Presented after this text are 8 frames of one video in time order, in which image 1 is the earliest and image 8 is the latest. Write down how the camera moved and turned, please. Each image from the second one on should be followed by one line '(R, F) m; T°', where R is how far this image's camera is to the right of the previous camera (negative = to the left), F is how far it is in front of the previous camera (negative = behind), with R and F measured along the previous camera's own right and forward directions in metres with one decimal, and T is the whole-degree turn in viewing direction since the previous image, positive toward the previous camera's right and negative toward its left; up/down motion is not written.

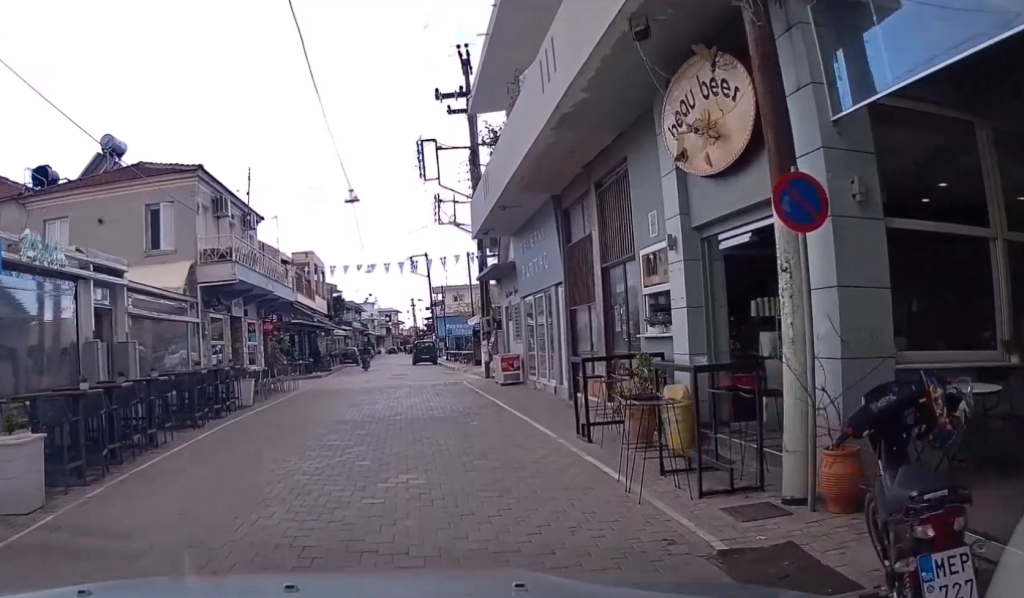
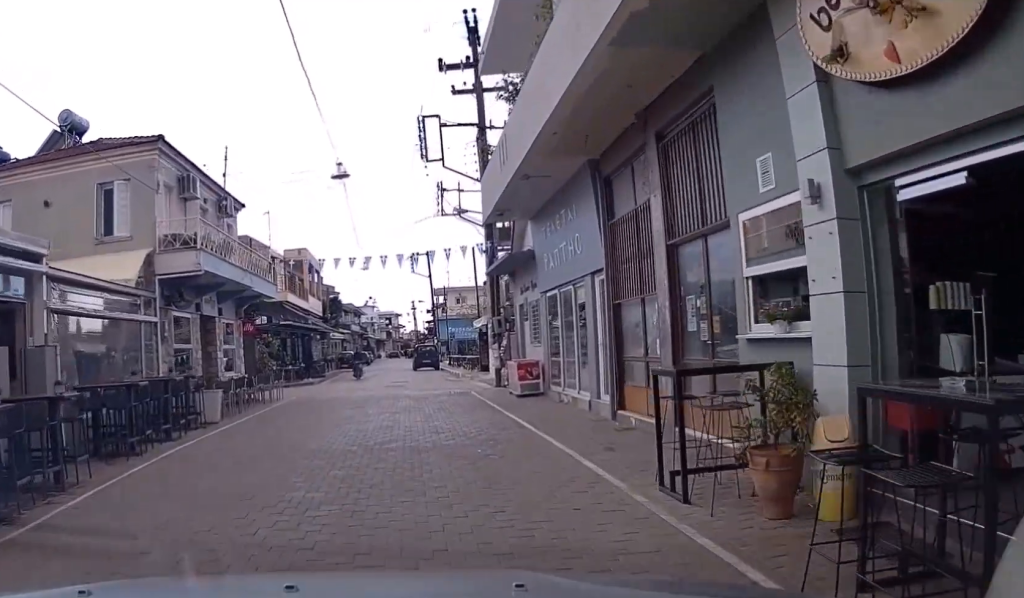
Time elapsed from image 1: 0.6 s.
(-0.1, +3.5) m; +5°
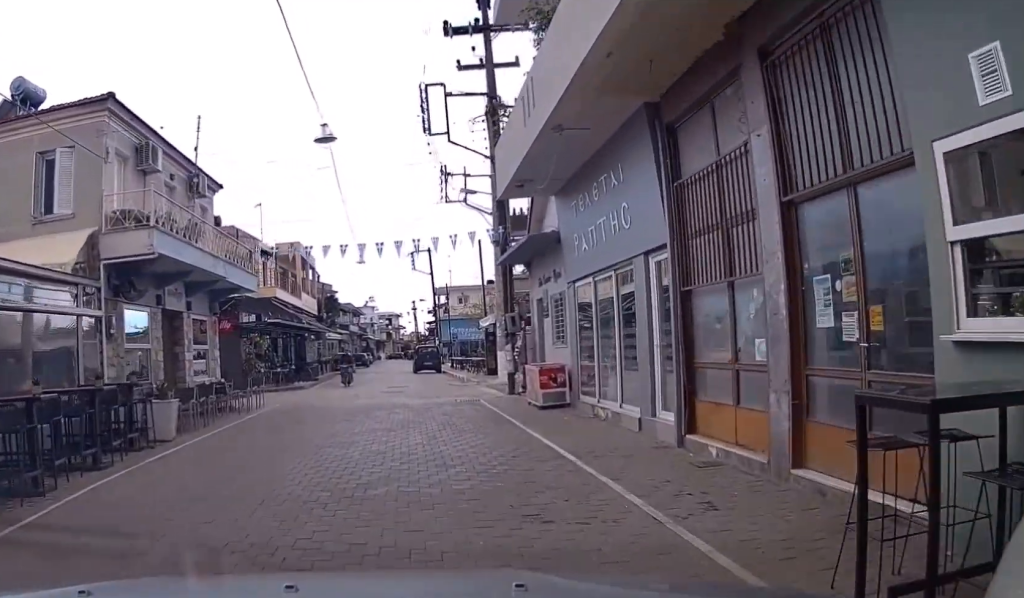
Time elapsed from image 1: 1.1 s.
(+0.3, +3.3) m; +1°
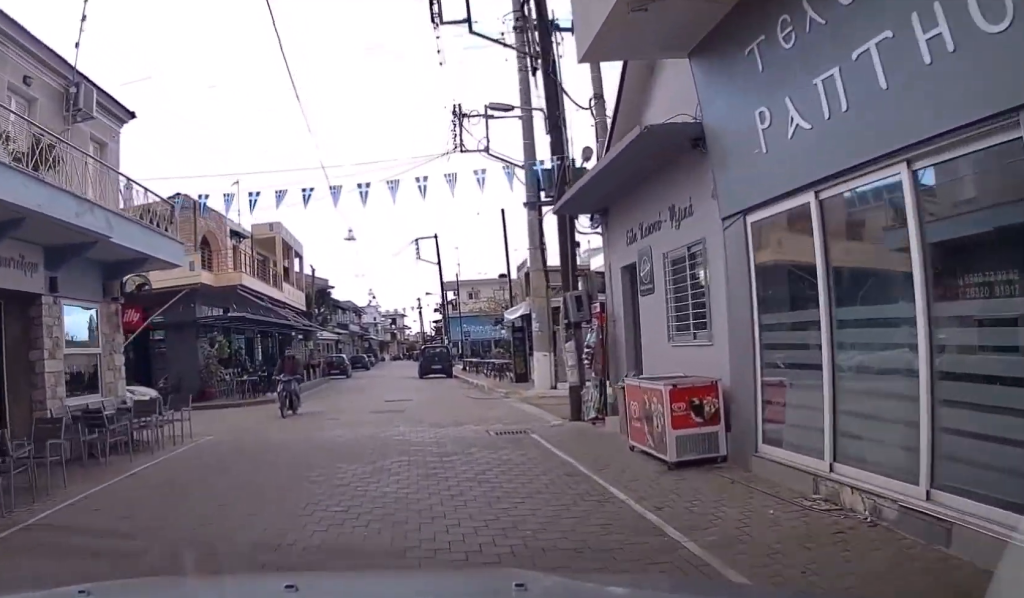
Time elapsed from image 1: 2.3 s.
(0.0, +7.9) m; -4°
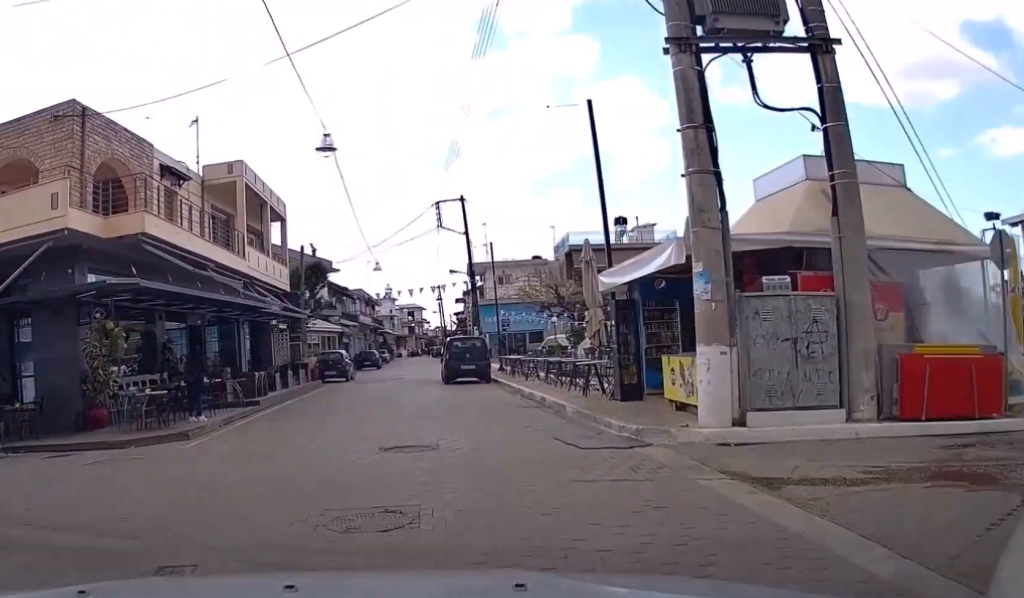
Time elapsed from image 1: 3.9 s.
(-0.7, +11.4) m; -4°
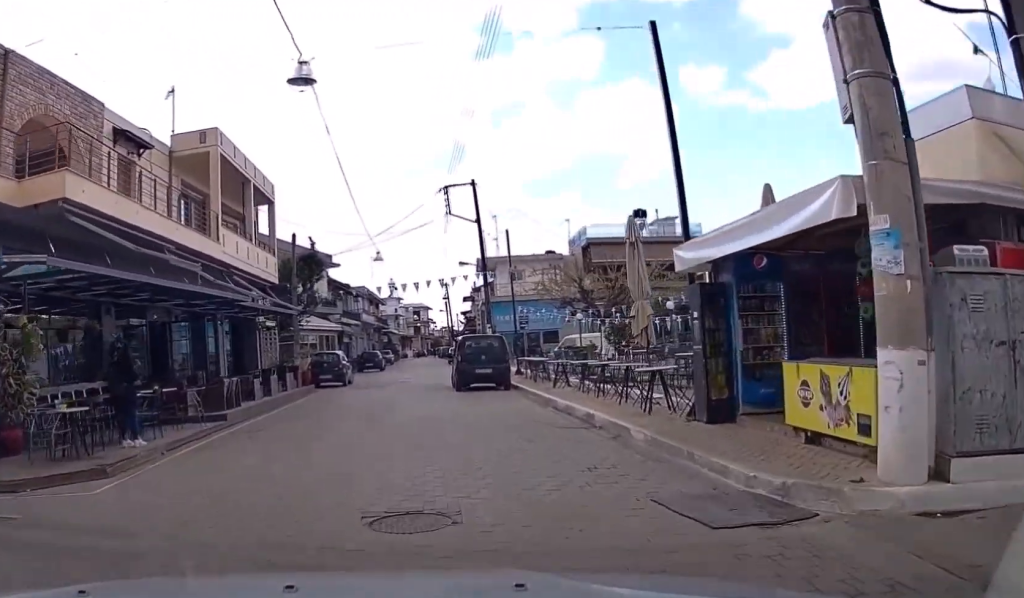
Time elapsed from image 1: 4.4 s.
(-0.1, +4.2) m; 0°
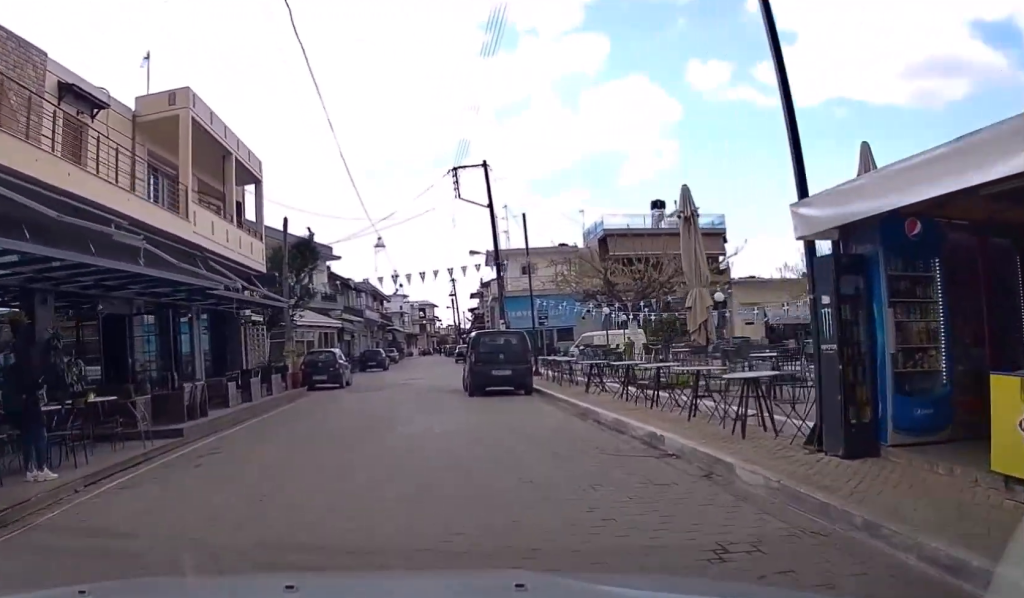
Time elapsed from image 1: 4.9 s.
(0.0, +3.4) m; 0°
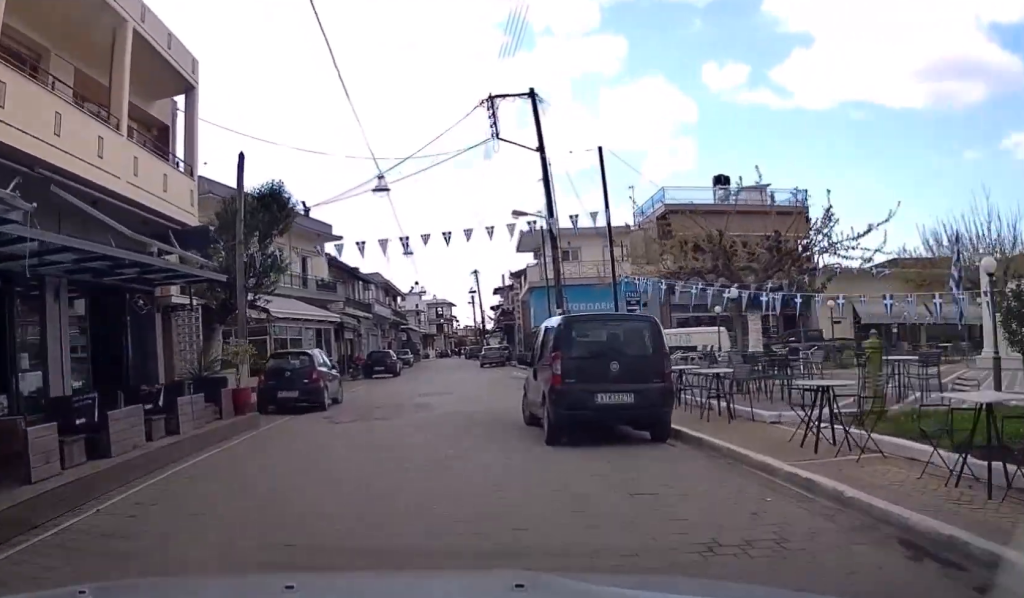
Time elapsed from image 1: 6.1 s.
(-0.1, +10.1) m; -6°
